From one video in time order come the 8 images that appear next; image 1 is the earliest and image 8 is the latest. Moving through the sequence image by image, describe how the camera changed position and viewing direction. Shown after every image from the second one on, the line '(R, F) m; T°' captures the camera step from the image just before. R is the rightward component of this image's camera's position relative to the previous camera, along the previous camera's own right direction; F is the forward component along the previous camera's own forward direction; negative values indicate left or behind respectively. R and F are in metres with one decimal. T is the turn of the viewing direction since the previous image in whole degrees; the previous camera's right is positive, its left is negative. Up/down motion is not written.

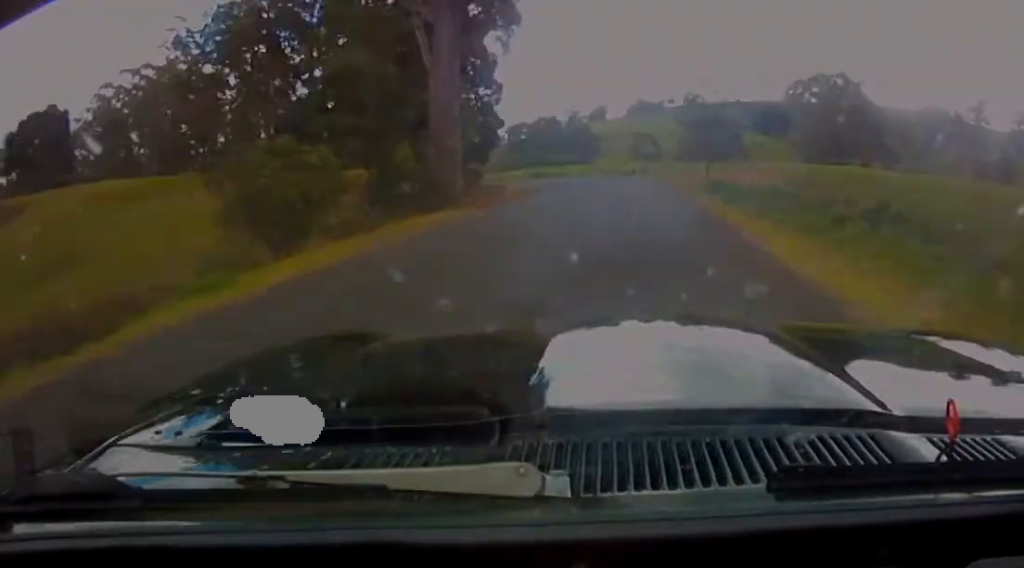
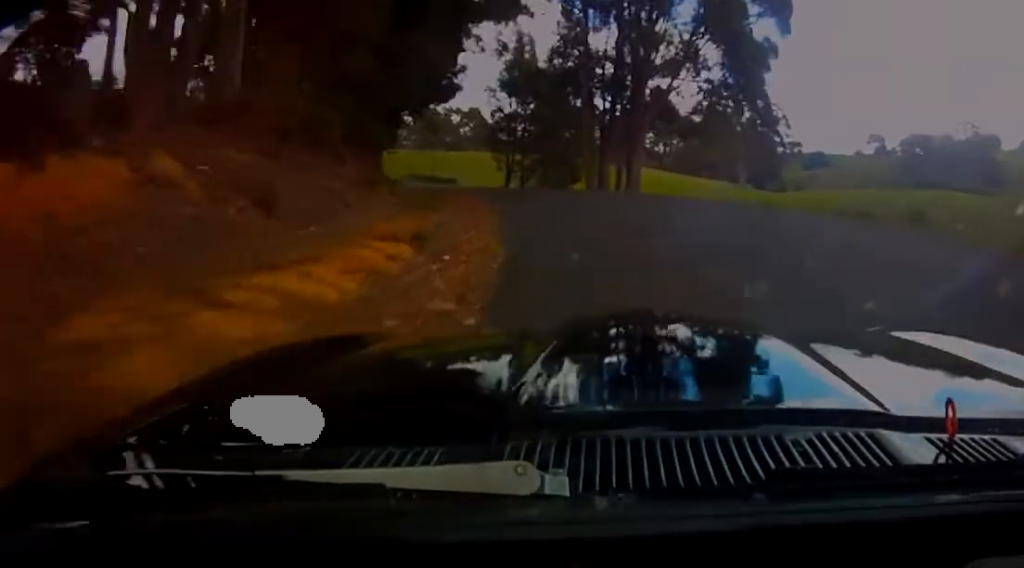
(-6.8, +56.0) m; -23°
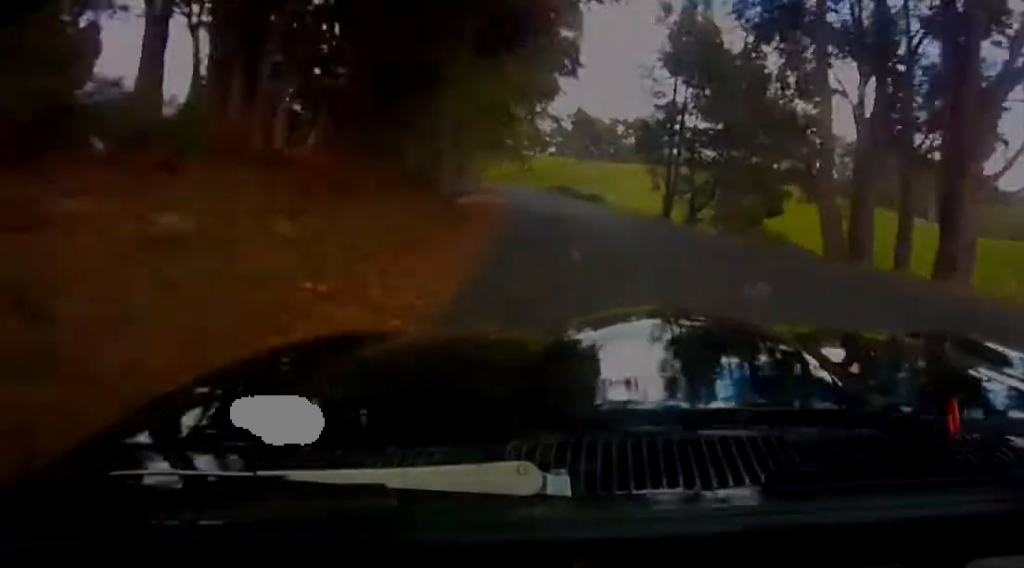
(-2.1, +17.7) m; -15°
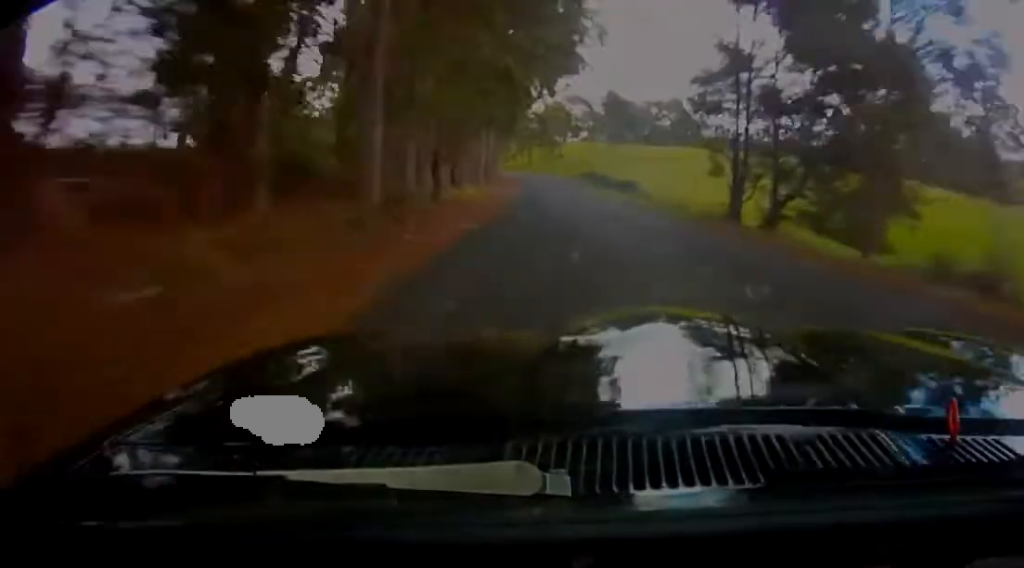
(-0.8, +9.5) m; -7°
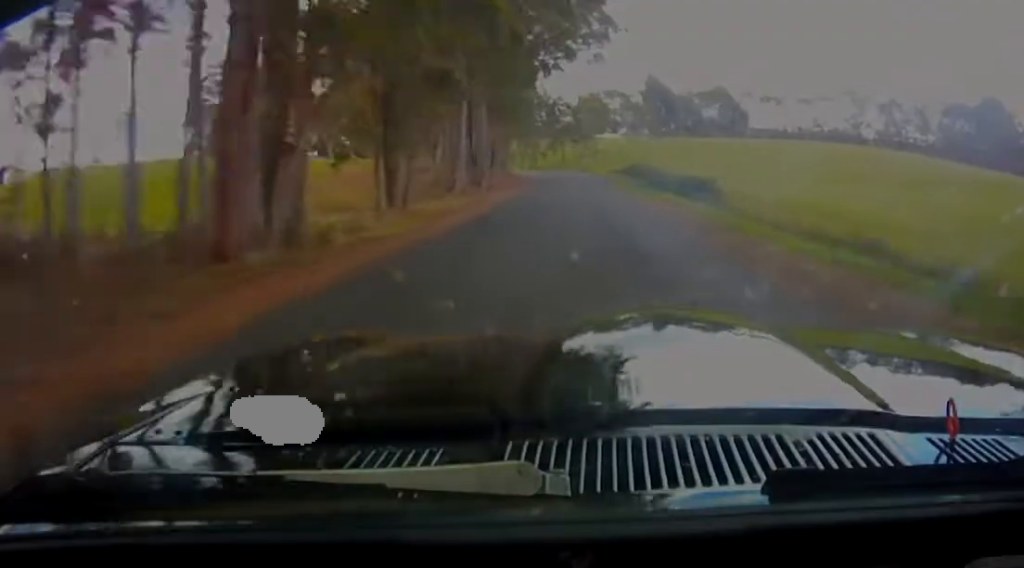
(-1.8, +16.7) m; -12°
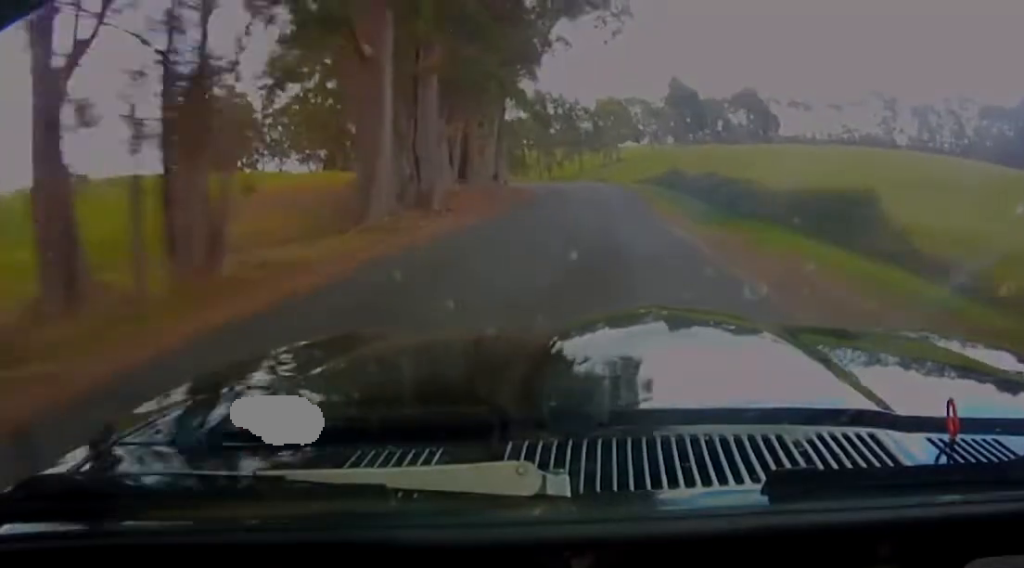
(+0.1, +12.4) m; -8°
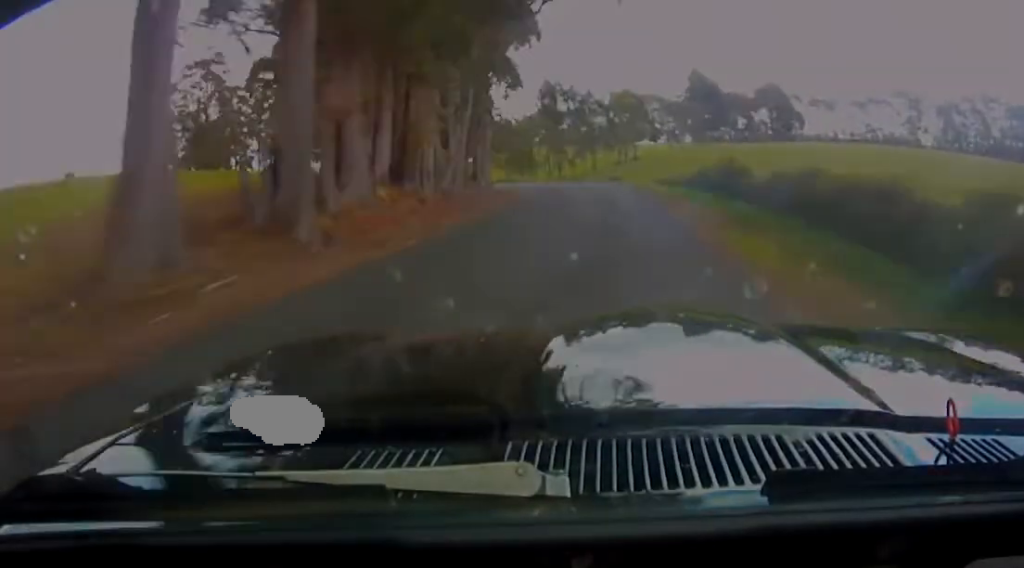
(-1.4, +10.6) m; -6°
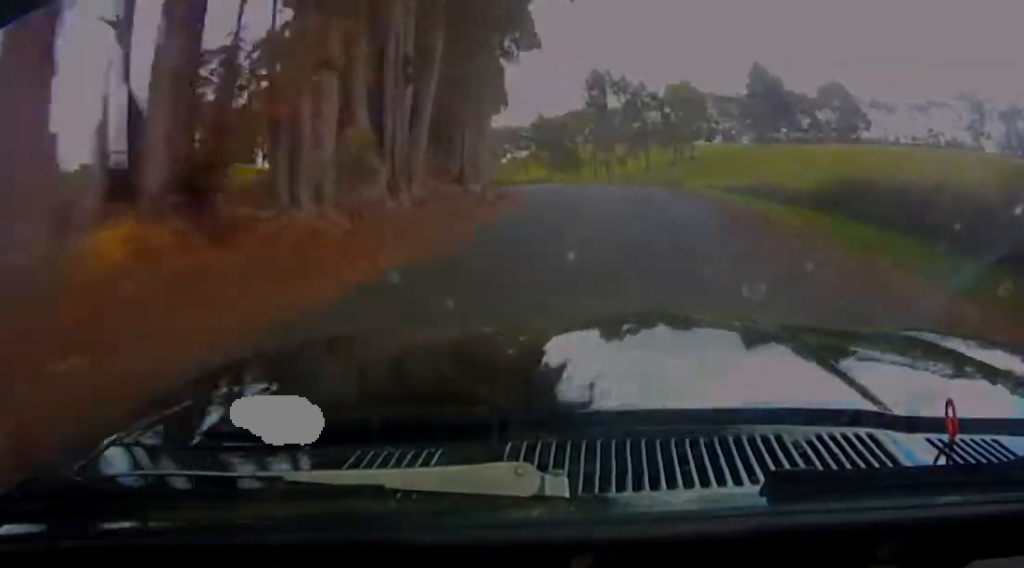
(-0.3, +11.6) m; -6°
